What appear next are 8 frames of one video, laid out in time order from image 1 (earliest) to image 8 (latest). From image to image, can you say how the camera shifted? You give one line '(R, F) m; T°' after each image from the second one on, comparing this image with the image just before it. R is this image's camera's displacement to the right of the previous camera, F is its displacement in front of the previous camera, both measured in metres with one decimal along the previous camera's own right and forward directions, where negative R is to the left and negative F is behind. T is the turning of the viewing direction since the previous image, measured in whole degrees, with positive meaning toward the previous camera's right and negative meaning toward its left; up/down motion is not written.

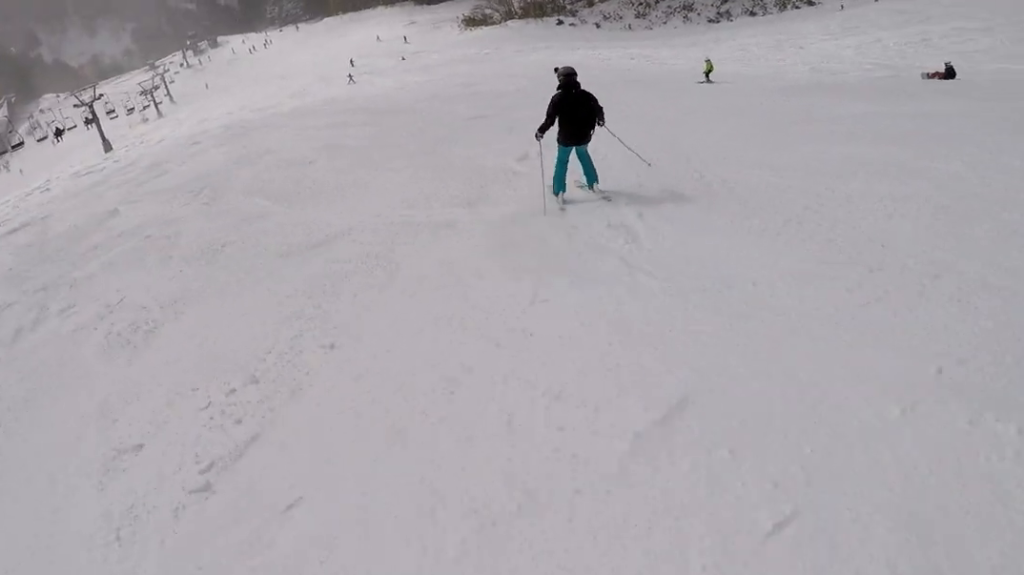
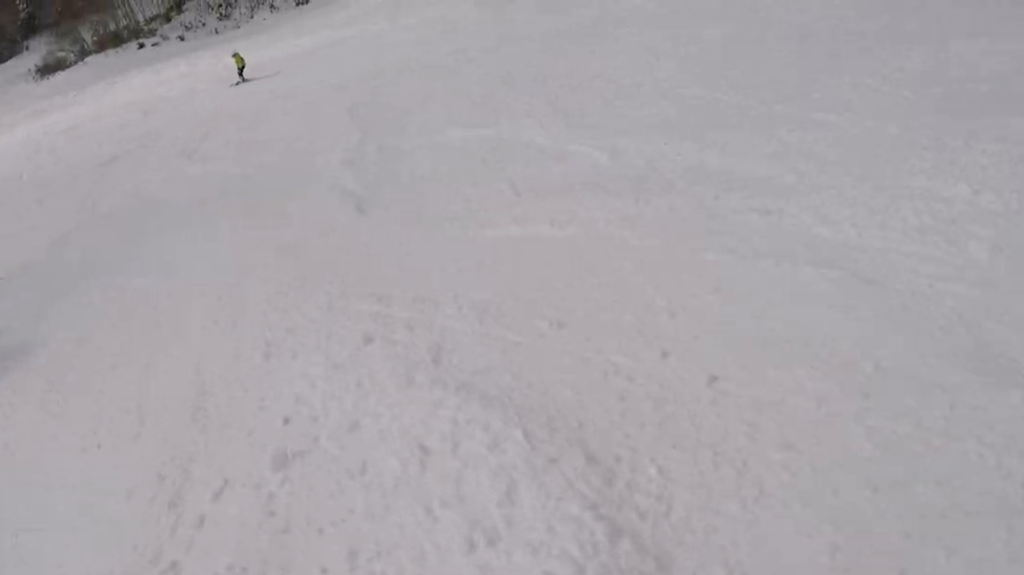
(+3.9, +7.3) m; +29°
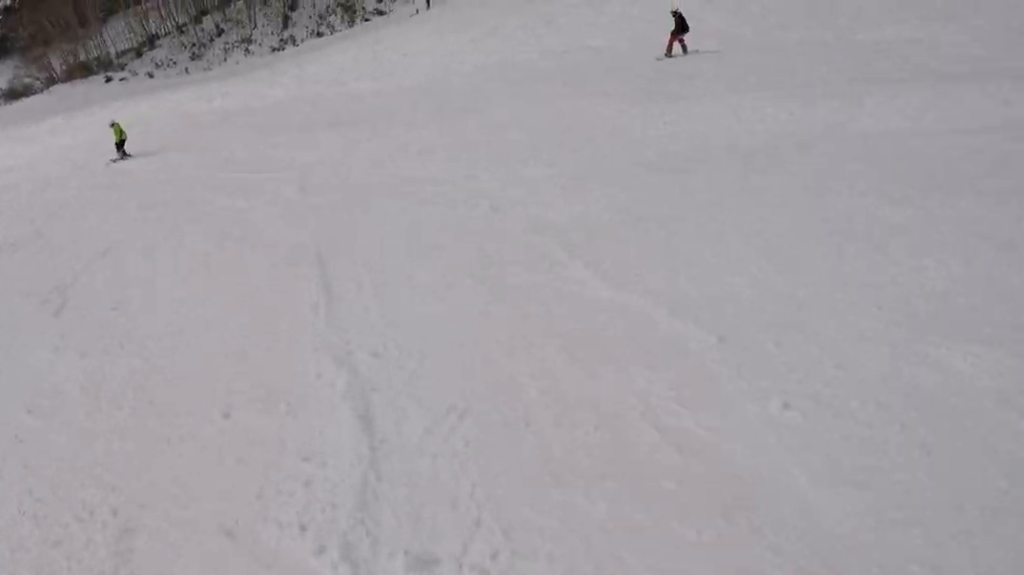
(-0.7, +5.5) m; -6°
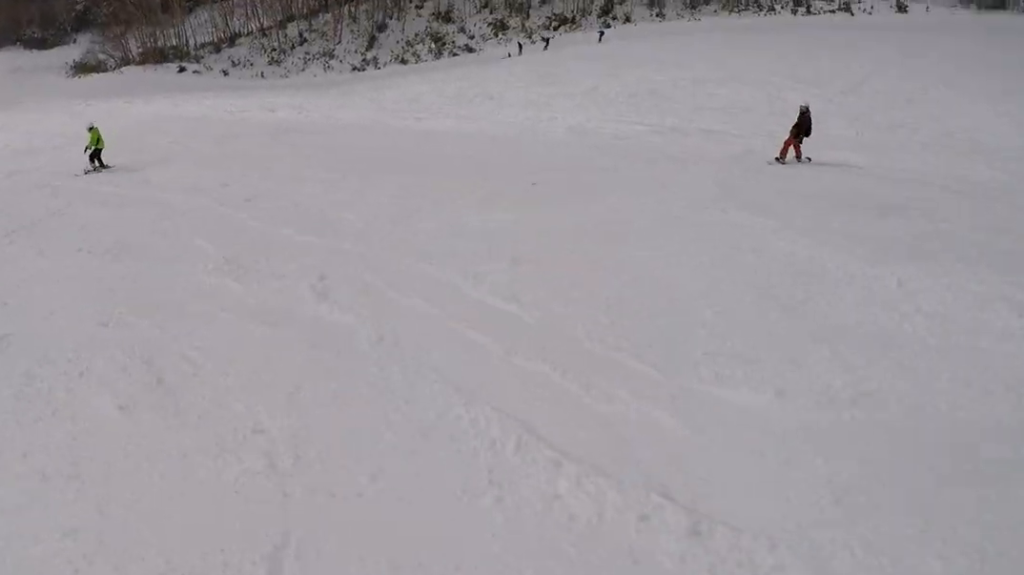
(-0.1, +3.8) m; -3°
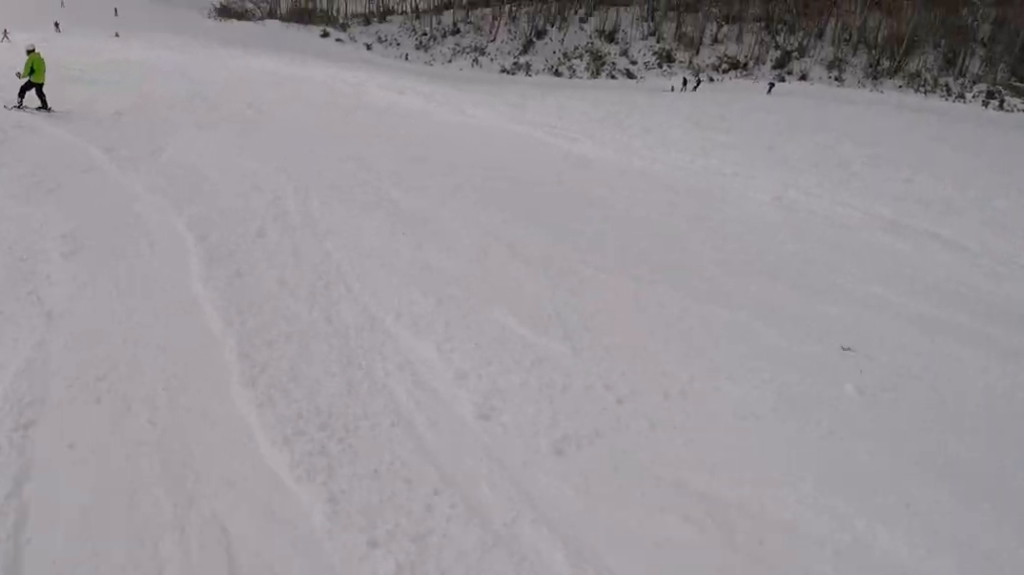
(+0.1, +6.0) m; -4°
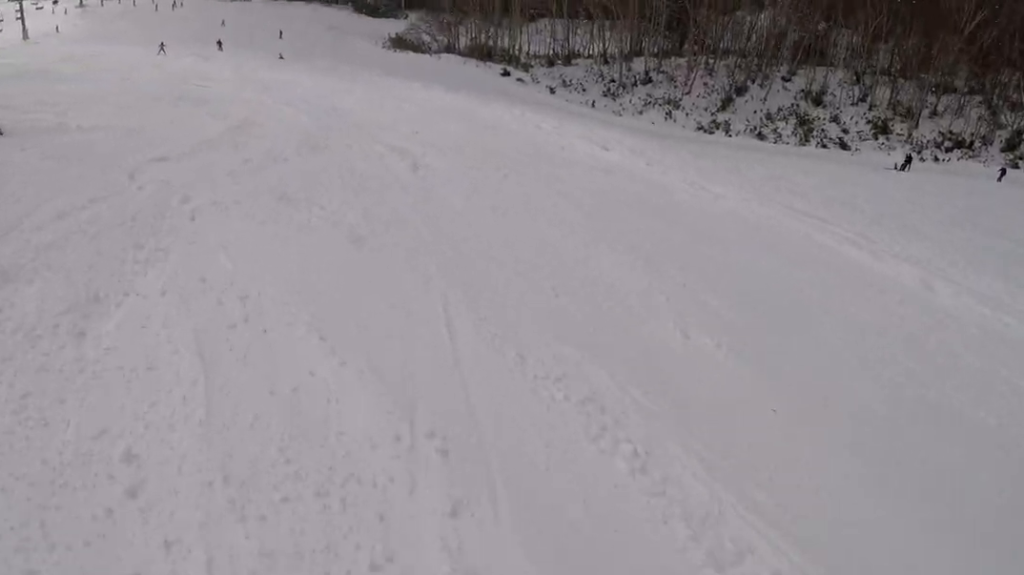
(-0.5, +6.7) m; -13°
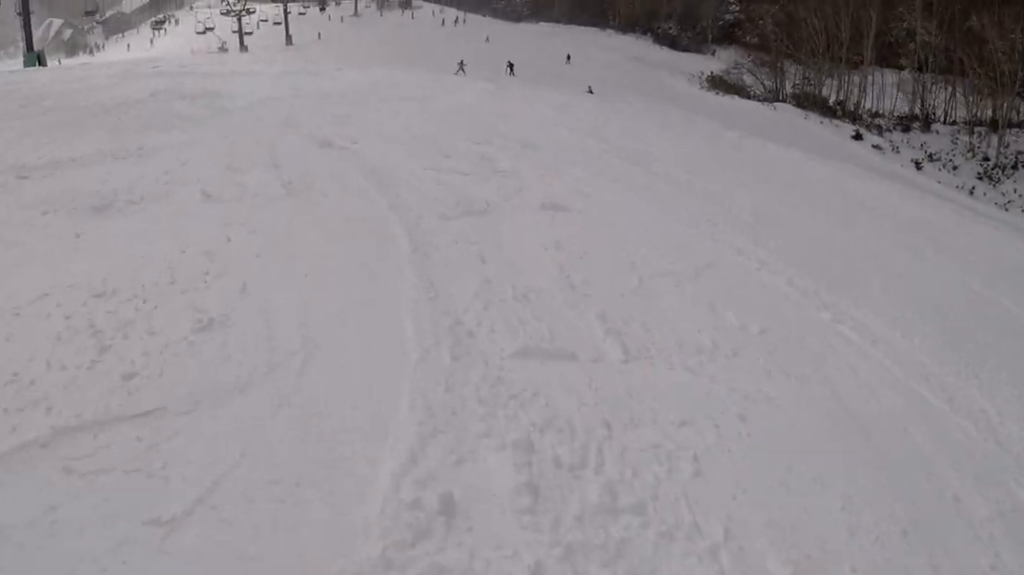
(-3.8, +15.2) m; -19°
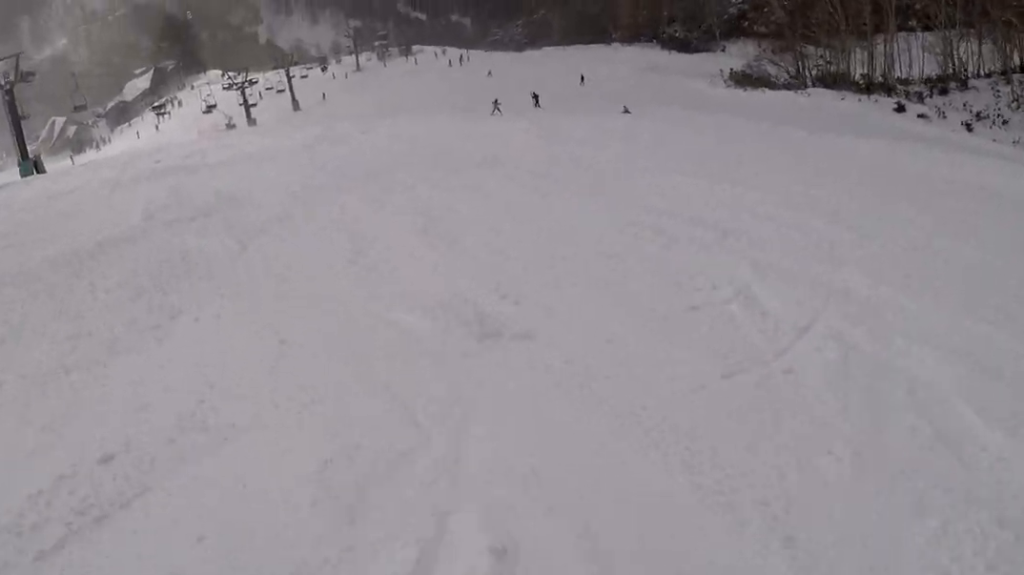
(0.0, +5.0) m; 0°
